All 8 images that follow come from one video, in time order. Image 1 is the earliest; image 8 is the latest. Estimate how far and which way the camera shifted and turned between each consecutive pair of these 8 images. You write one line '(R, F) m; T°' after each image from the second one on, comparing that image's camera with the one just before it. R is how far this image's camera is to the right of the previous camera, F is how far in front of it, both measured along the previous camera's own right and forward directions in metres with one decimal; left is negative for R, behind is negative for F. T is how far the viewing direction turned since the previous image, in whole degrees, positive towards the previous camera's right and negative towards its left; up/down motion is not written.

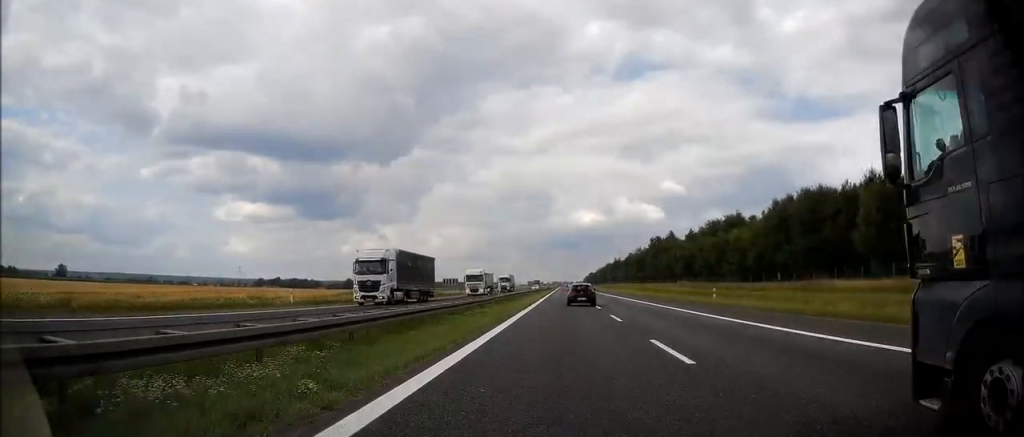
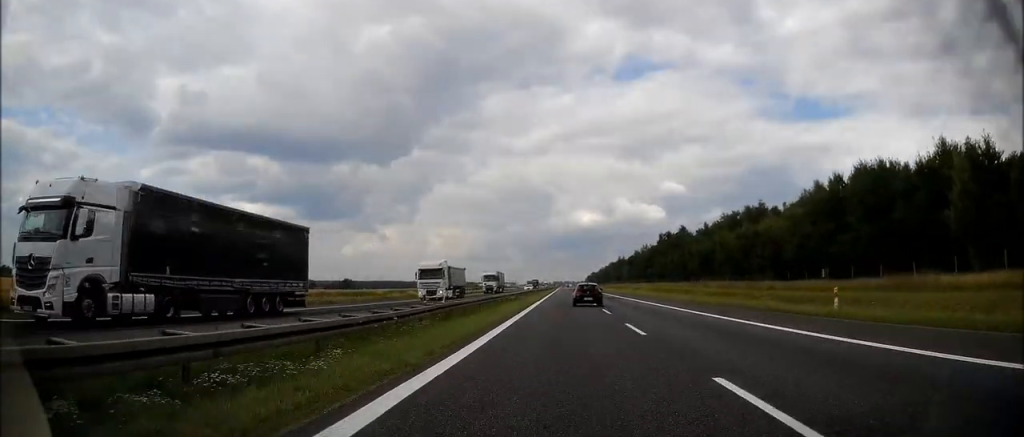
(0.0, +17.7) m; 0°
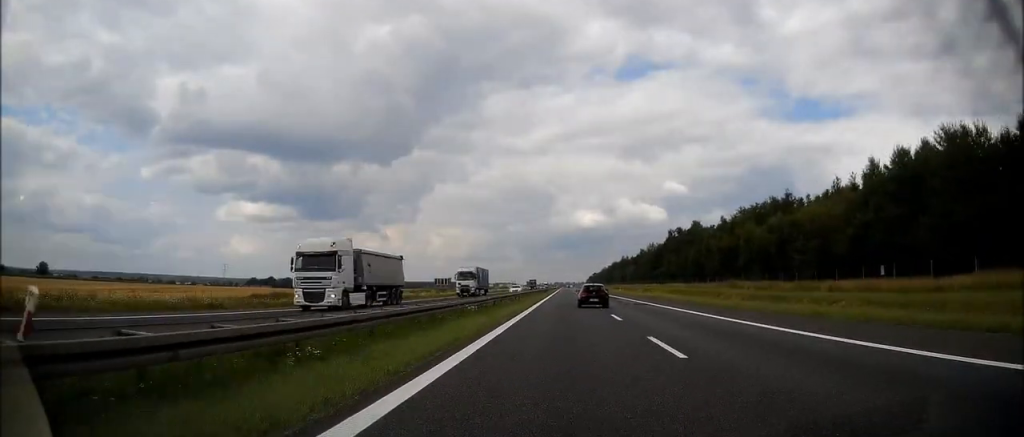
(0.0, +16.5) m; 0°
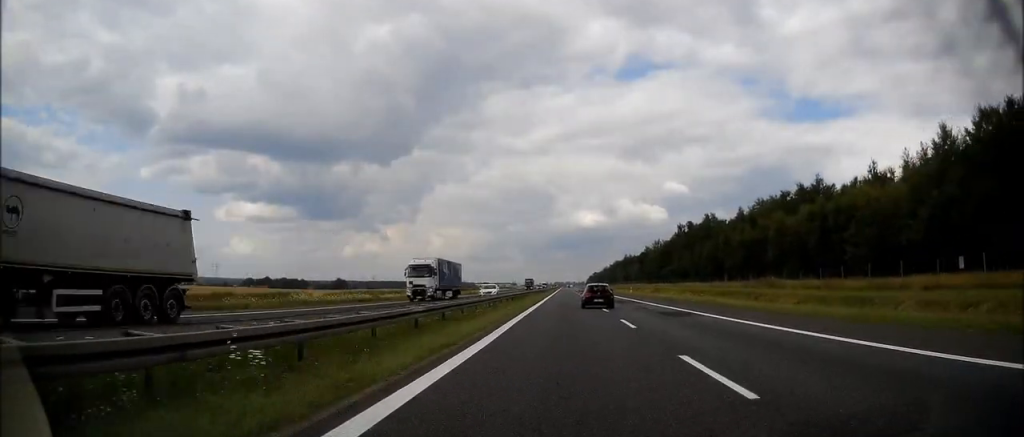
(0.0, +14.9) m; 0°
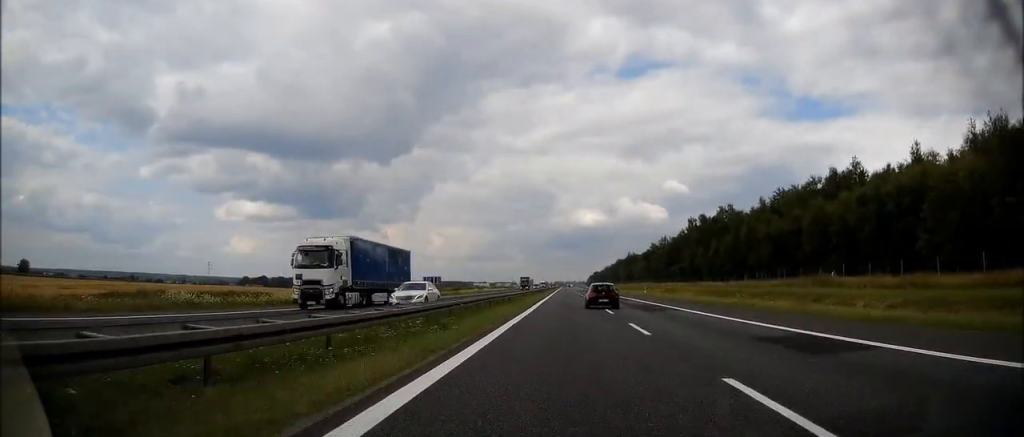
(-0.1, +13.6) m; 0°
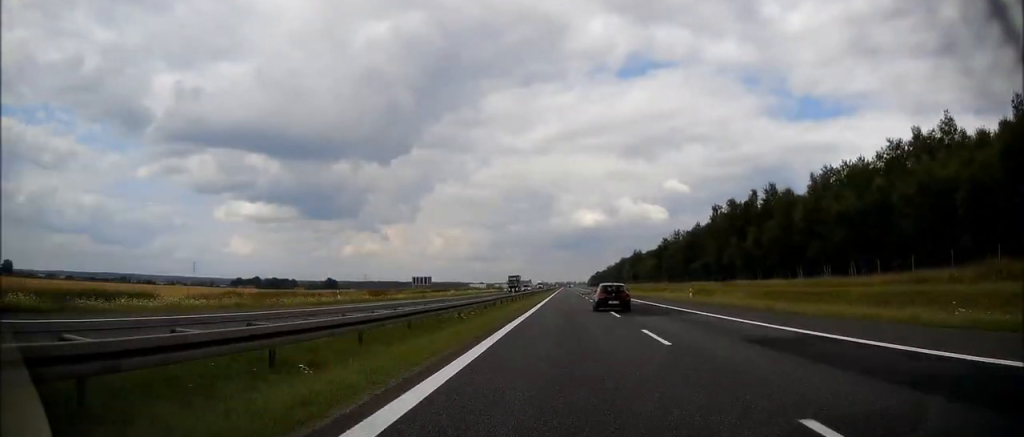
(+0.1, +22.6) m; 0°
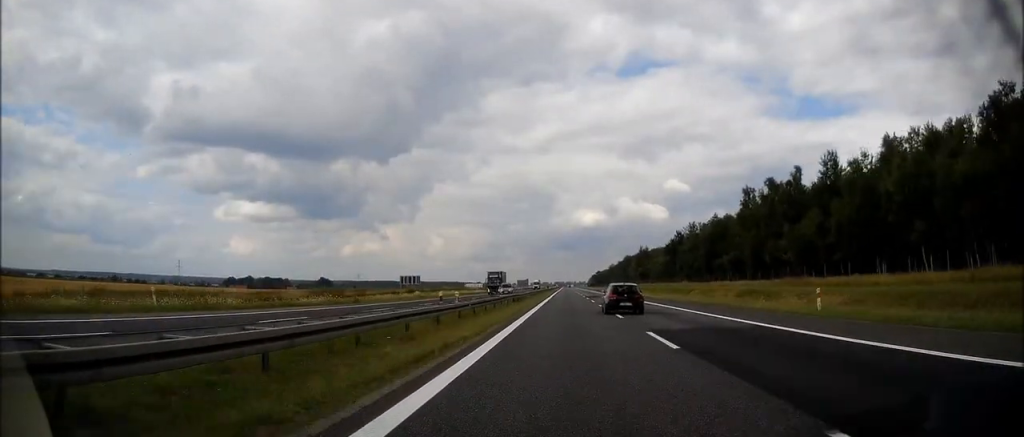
(+0.1, +19.5) m; 0°
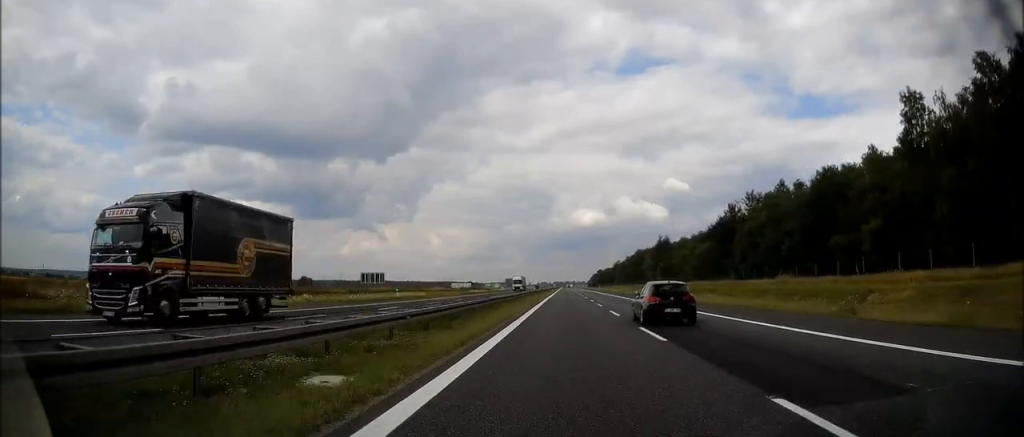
(-0.4, +41.6) m; 0°
